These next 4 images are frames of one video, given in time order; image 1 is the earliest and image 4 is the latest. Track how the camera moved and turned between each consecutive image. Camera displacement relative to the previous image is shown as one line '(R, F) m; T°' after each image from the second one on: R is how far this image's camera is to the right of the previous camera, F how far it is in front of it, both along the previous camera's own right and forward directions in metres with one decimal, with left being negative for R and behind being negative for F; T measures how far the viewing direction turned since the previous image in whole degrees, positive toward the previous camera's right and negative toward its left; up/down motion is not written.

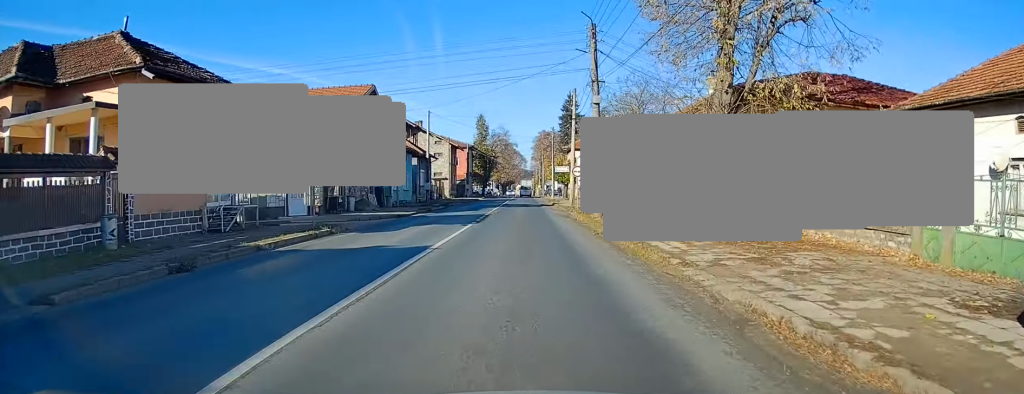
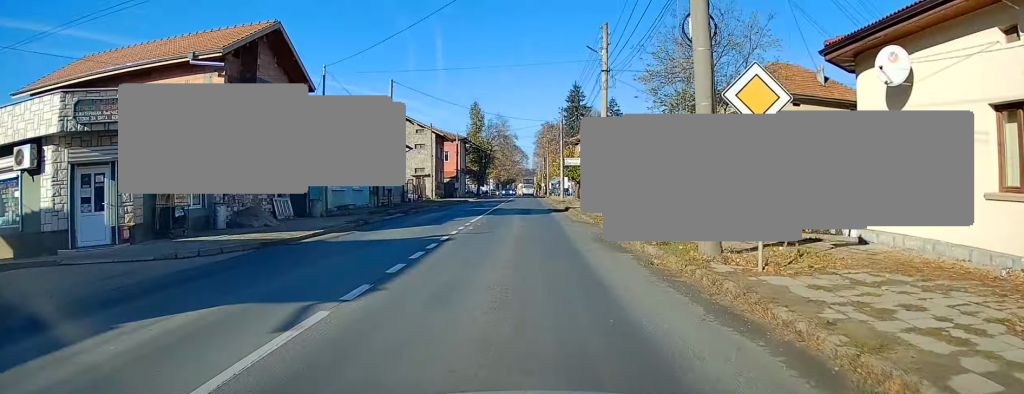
(+0.4, +16.3) m; +2°
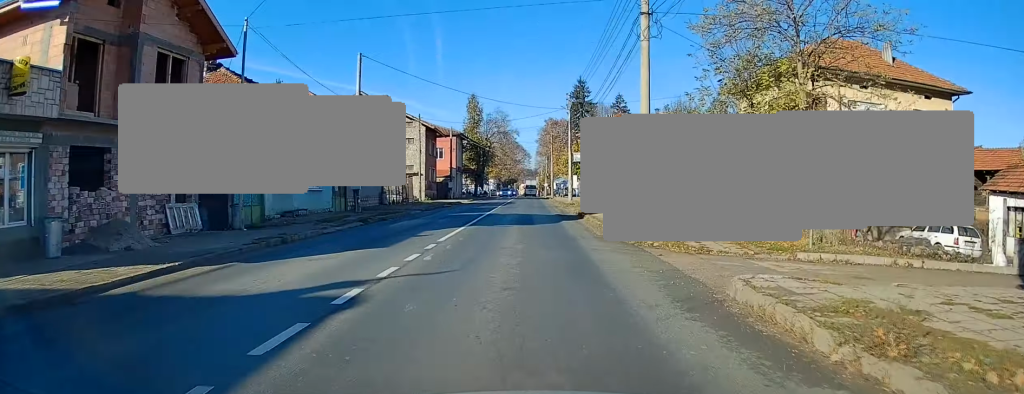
(0.0, +8.4) m; -1°
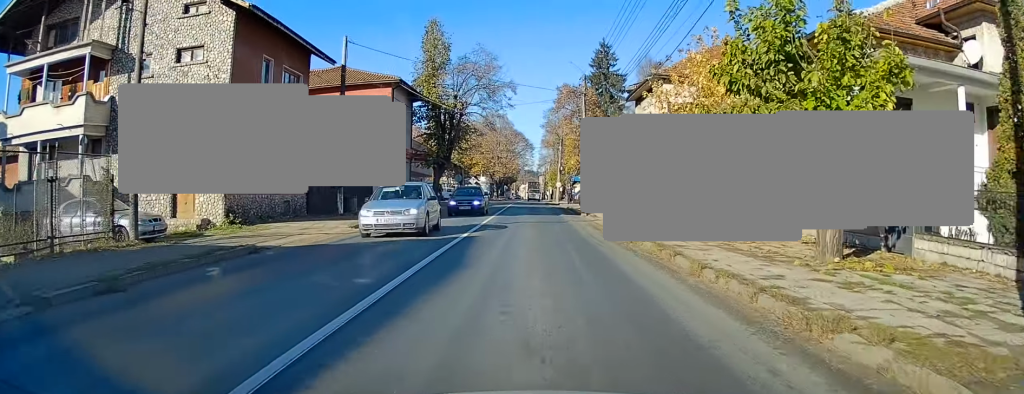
(-0.3, +44.2) m; +1°
